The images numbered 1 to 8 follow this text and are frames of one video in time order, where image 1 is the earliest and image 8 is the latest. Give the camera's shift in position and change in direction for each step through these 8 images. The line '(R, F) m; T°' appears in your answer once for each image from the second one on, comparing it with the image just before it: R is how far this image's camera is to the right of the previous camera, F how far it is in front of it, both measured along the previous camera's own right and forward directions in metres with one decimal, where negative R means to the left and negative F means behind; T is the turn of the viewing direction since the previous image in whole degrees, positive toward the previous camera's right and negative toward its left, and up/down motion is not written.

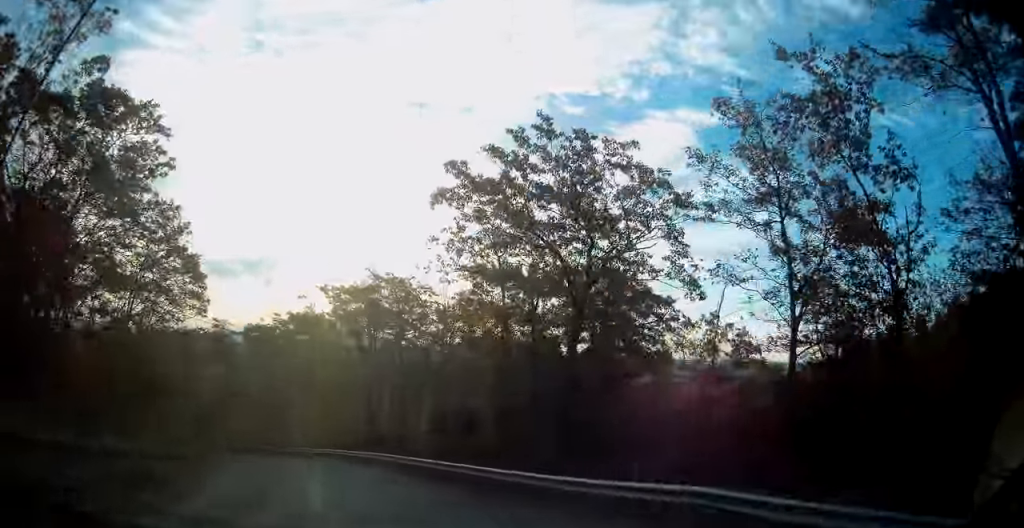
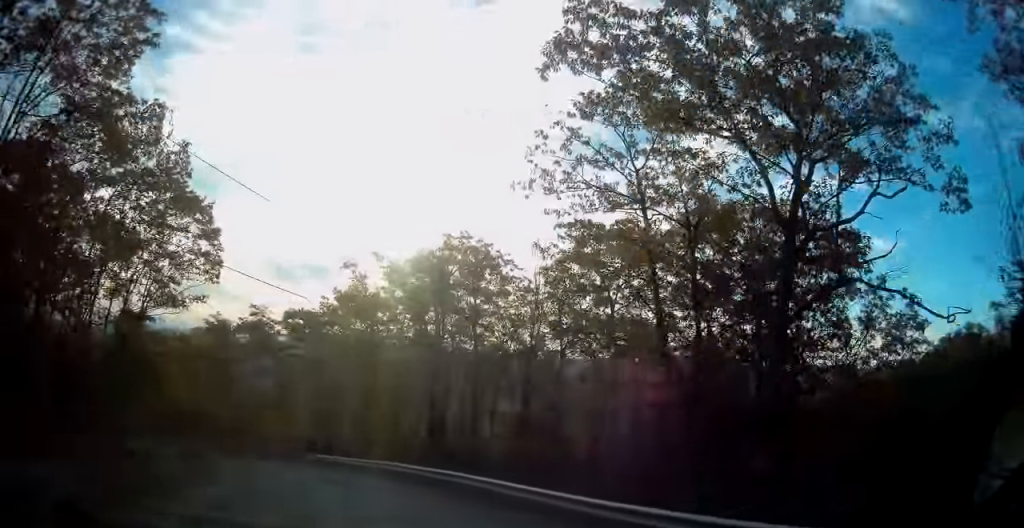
(-0.6, +10.9) m; -7°
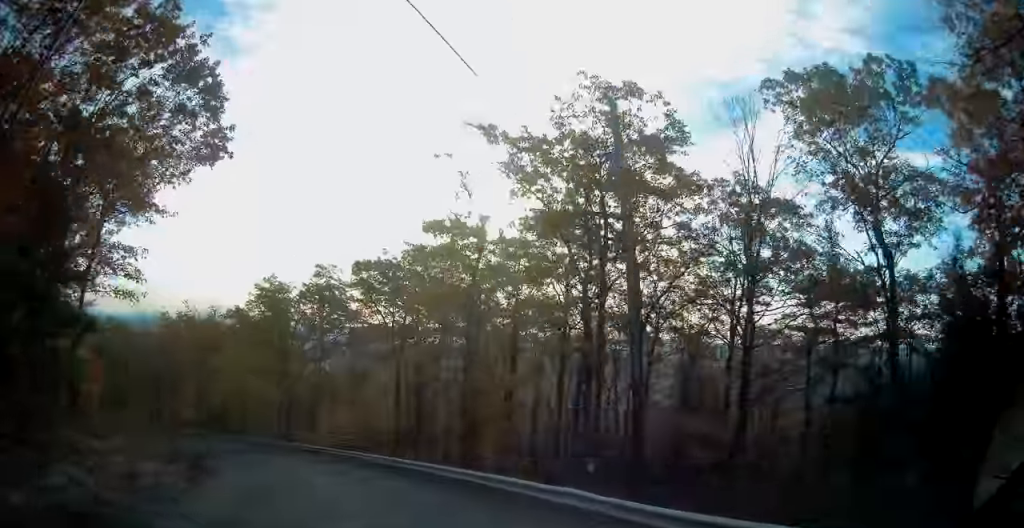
(-1.1, +14.3) m; -9°
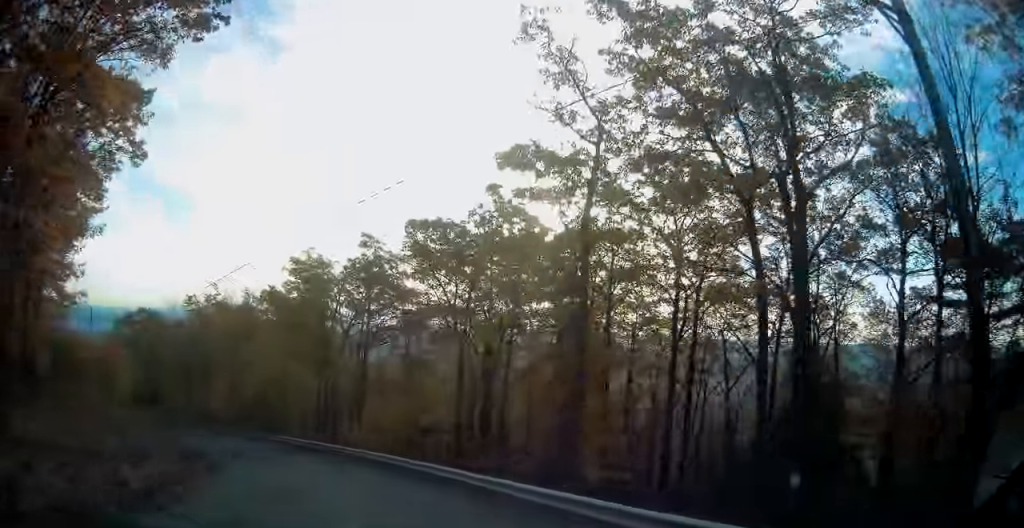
(-0.3, +8.5) m; -7°
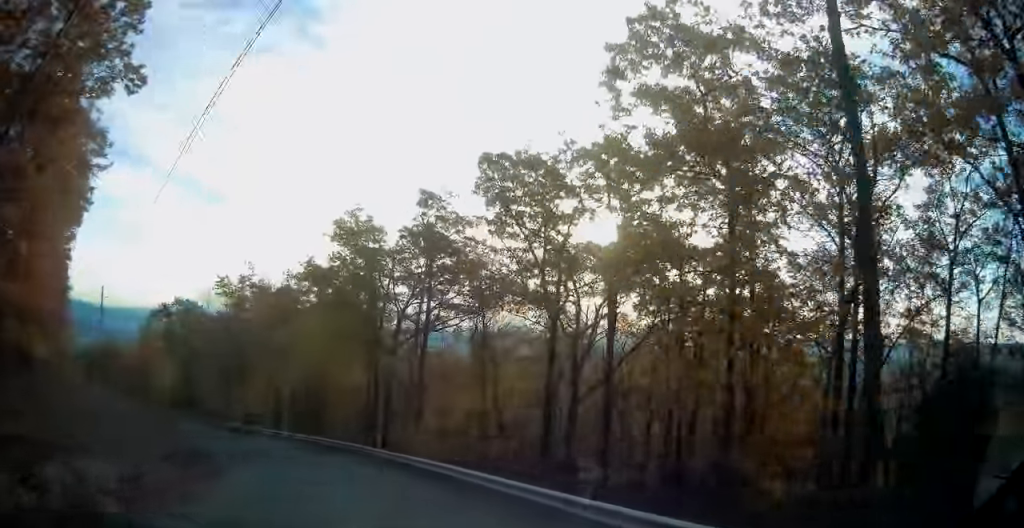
(-0.8, +8.8) m; -5°
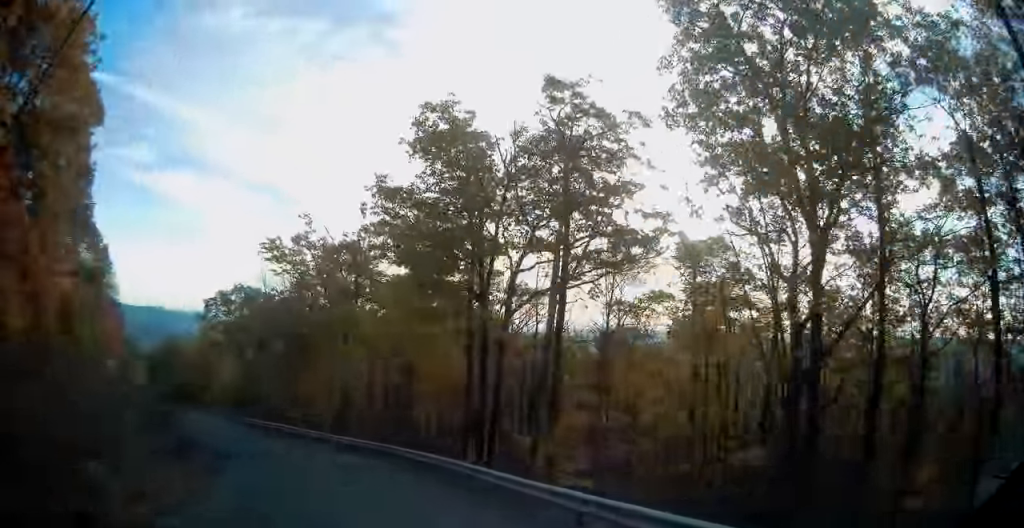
(-0.7, +13.0) m; -10°
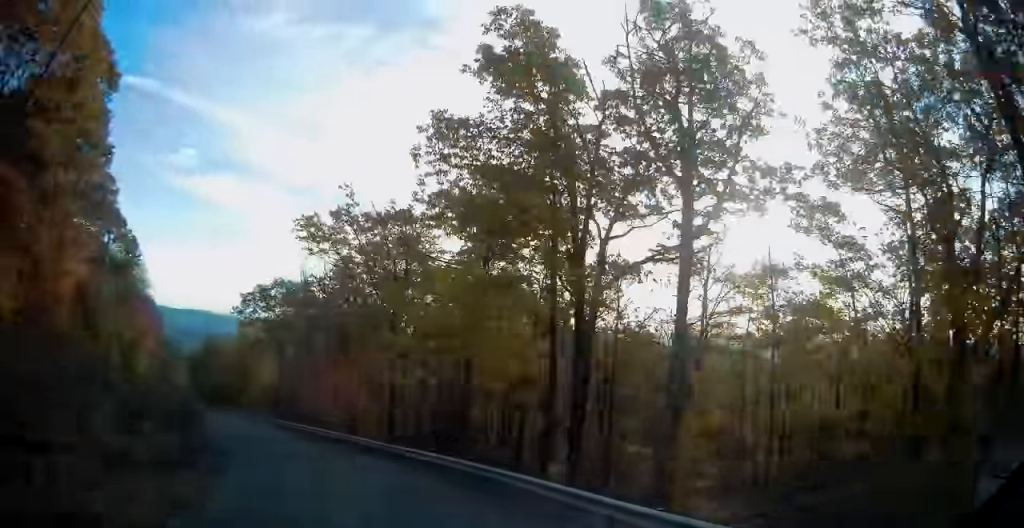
(-0.2, +6.0) m; -7°
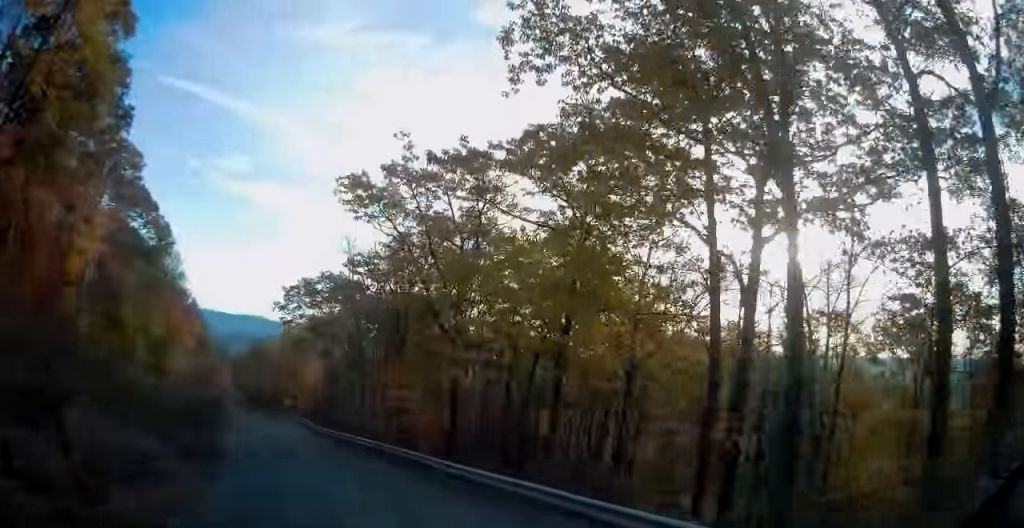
(-0.6, +7.7) m; -6°
